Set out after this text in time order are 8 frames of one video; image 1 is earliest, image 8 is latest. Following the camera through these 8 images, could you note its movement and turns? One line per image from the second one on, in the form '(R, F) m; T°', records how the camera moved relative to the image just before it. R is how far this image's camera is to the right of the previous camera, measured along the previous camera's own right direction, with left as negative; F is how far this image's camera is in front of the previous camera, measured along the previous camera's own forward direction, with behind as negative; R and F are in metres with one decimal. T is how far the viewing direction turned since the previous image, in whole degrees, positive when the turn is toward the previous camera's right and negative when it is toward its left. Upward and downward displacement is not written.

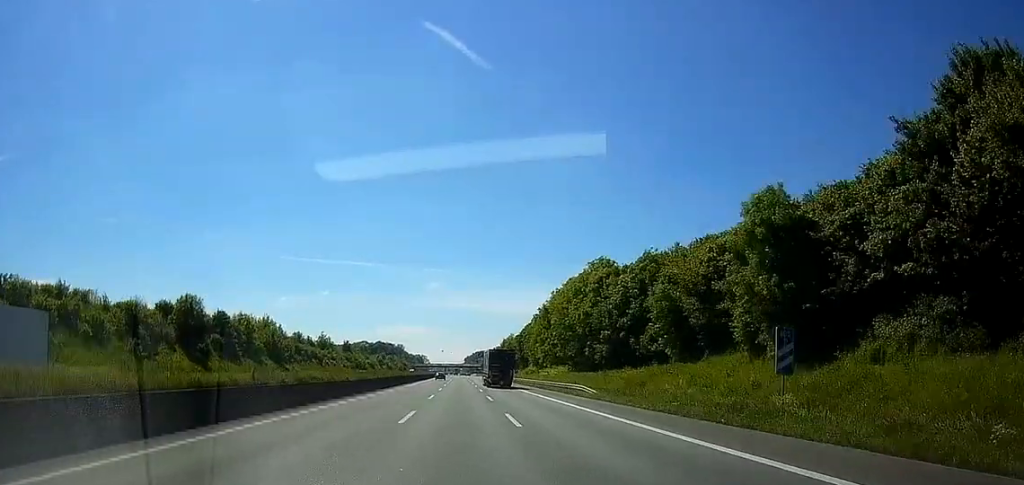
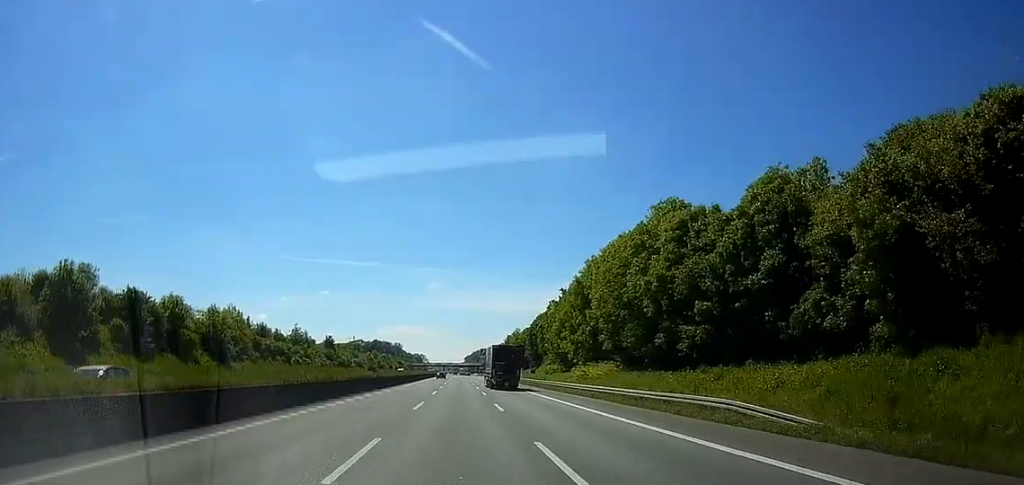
(0.0, +28.7) m; 0°
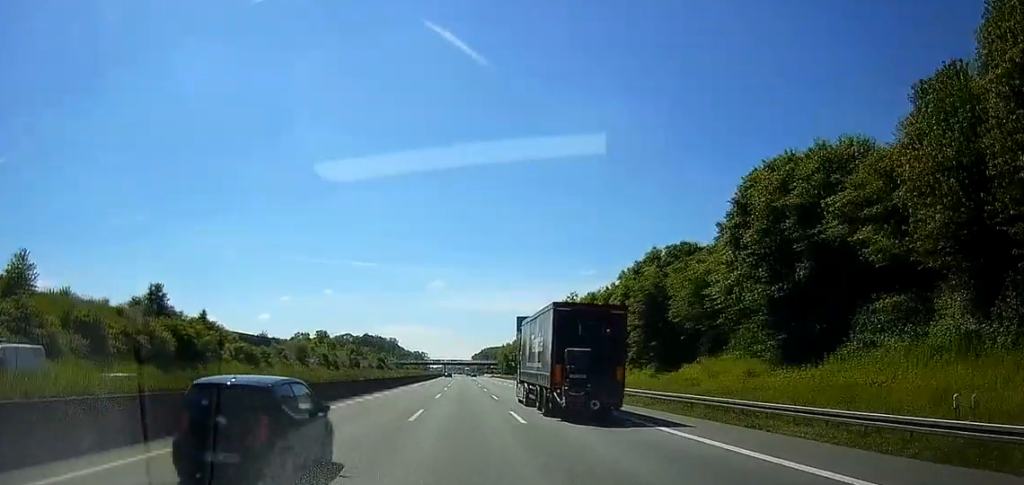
(-0.9, +113.6) m; 0°
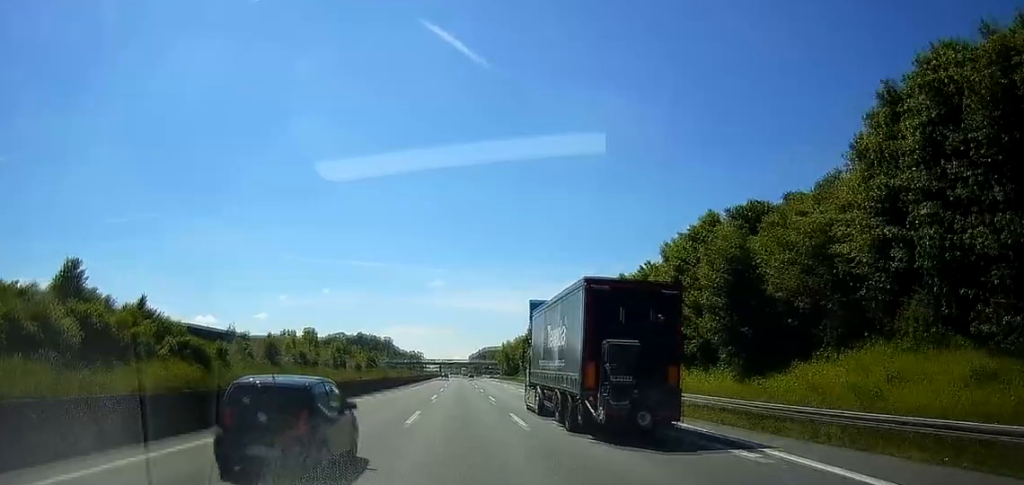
(0.0, +18.9) m; 0°
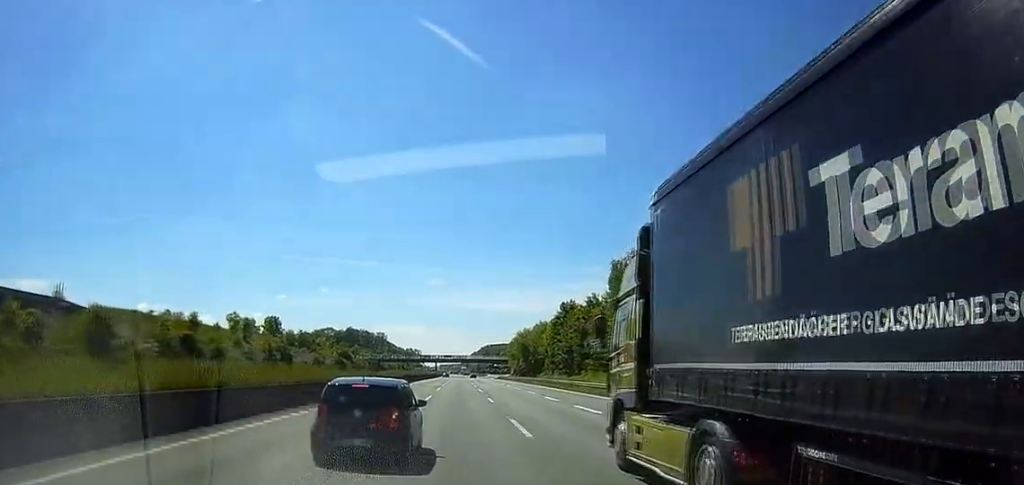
(0.0, +57.3) m; 0°
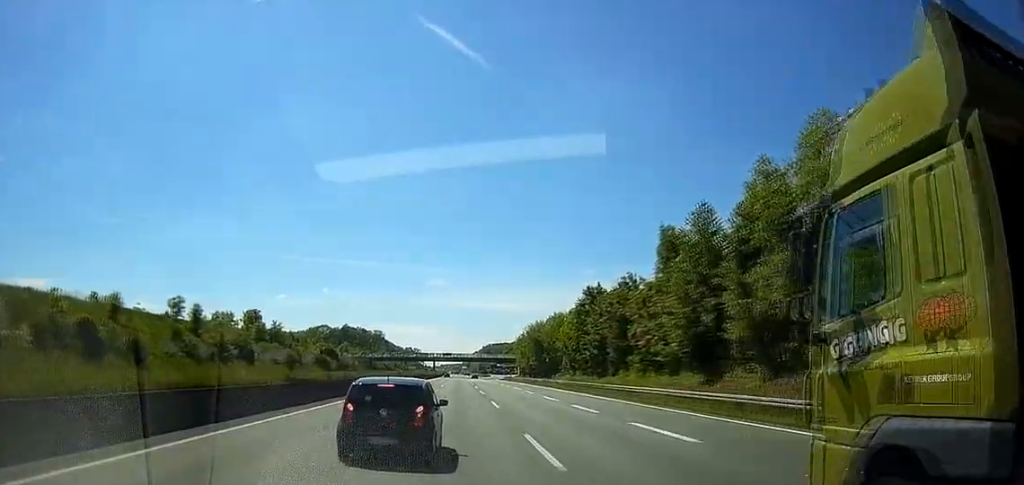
(0.0, +23.1) m; 0°
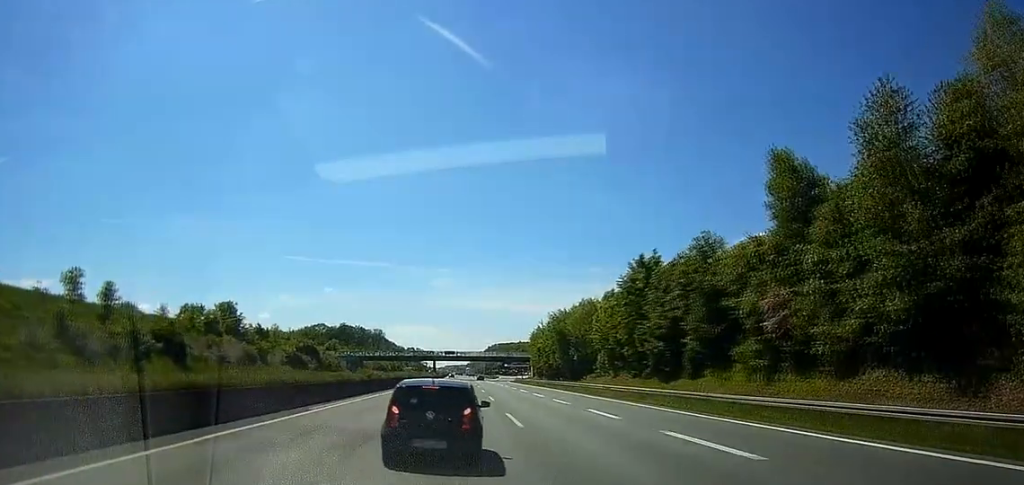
(-0.1, +26.7) m; 0°
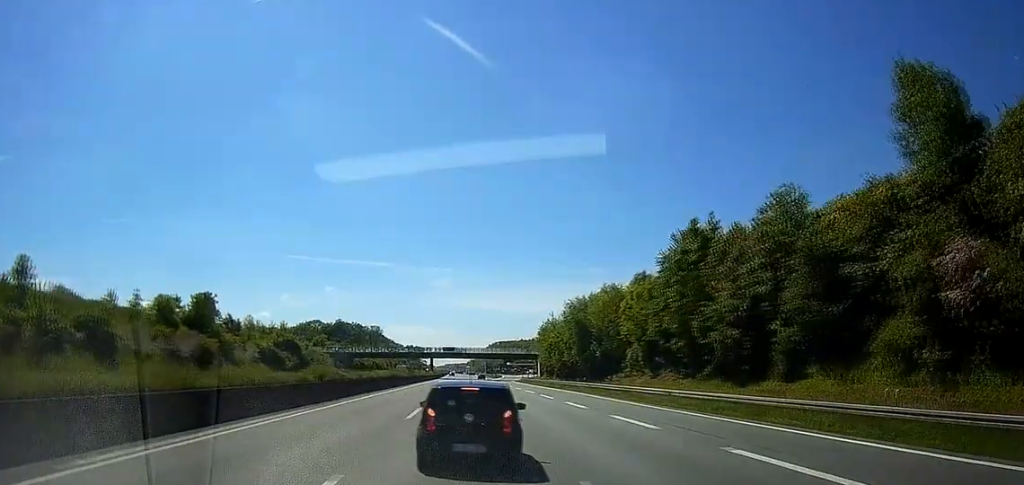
(0.0, +16.4) m; 0°
